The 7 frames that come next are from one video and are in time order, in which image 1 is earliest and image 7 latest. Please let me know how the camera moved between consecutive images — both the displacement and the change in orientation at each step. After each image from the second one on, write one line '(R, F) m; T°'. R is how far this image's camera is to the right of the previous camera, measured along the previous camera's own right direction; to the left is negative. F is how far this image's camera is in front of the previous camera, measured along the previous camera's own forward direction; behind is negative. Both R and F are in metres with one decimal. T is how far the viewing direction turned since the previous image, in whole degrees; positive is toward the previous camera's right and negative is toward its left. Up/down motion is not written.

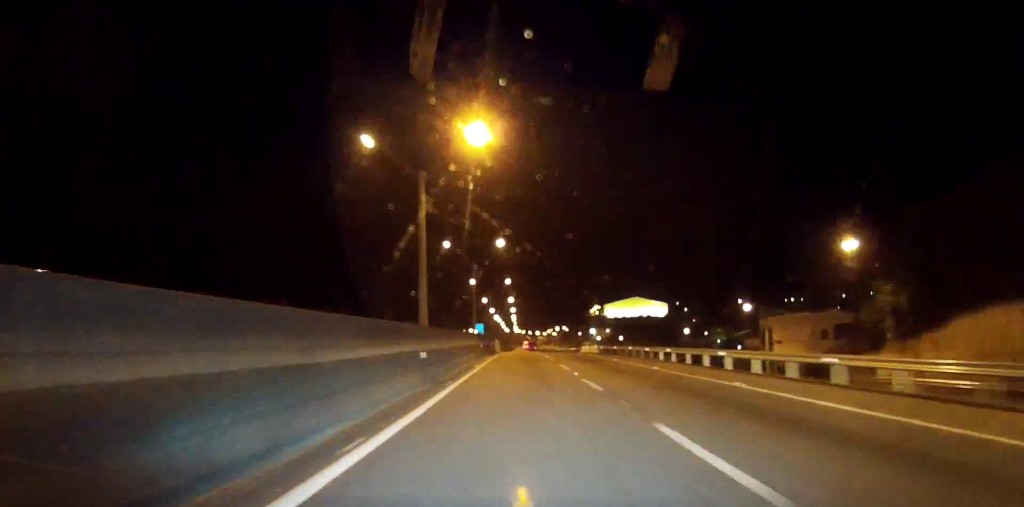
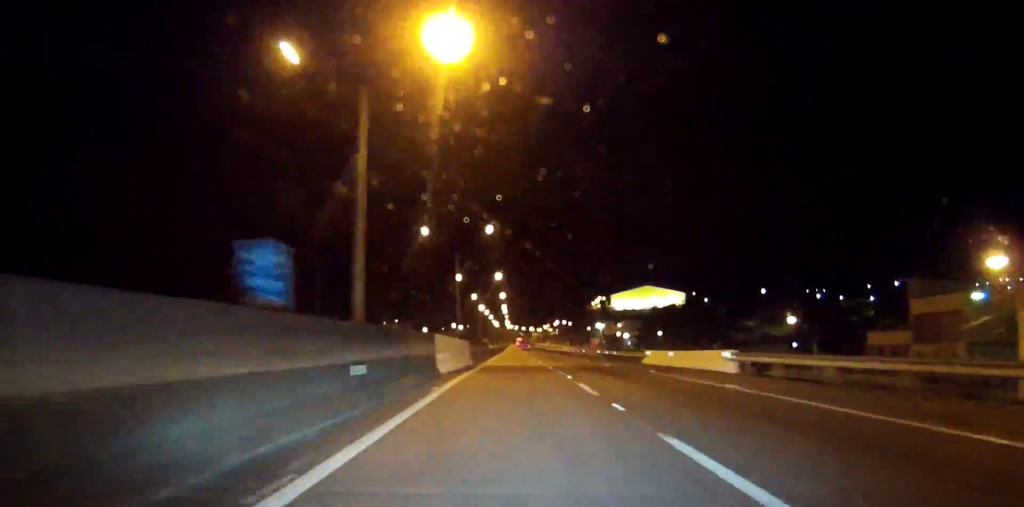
(0.0, +52.6) m; 0°
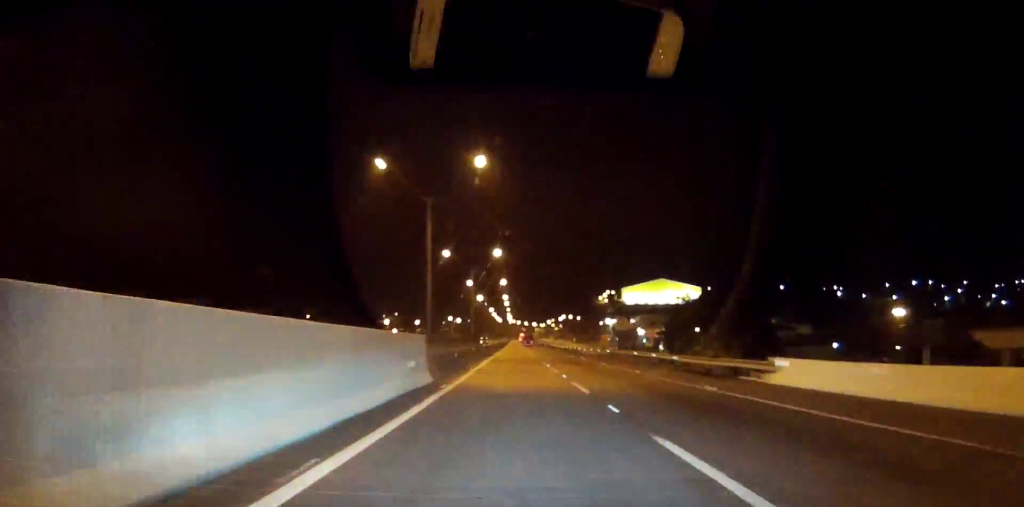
(0.0, +22.9) m; 0°
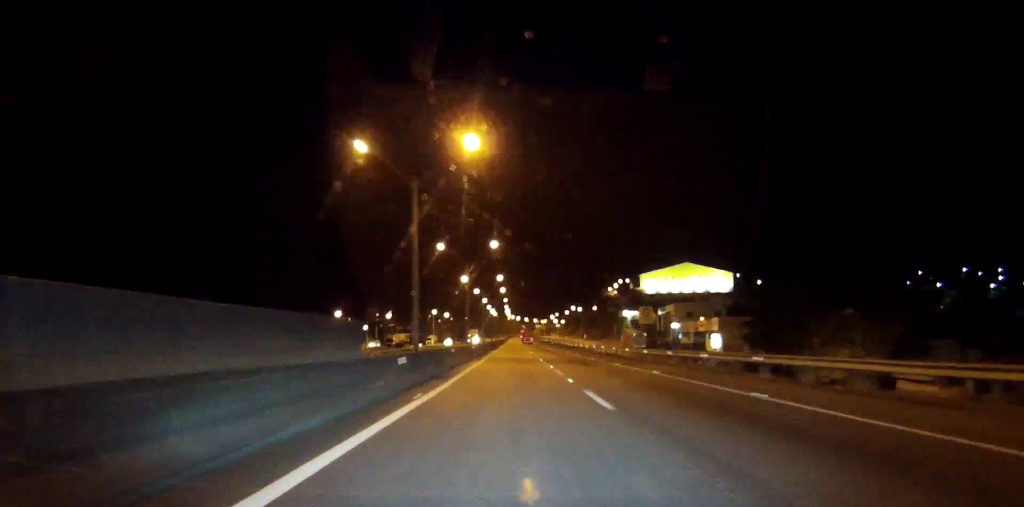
(0.0, +44.6) m; 0°
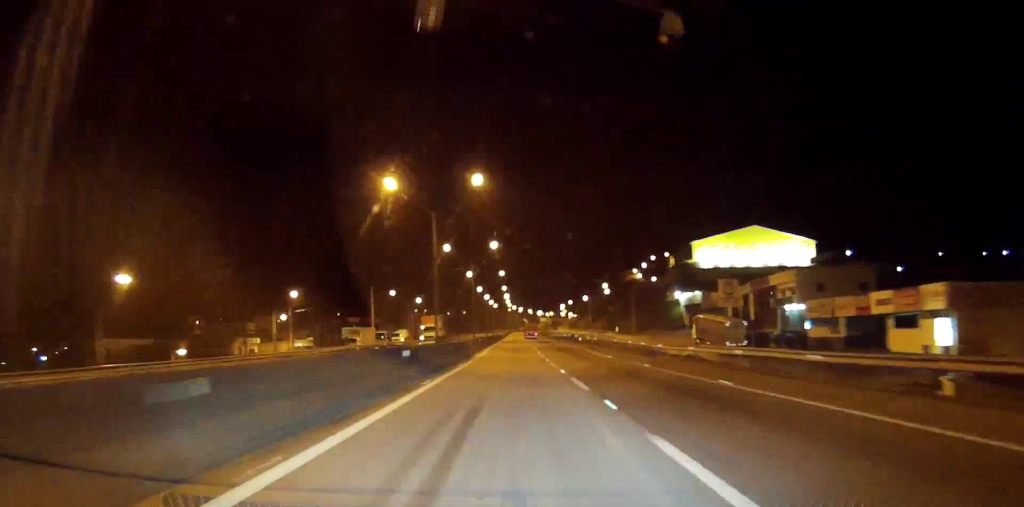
(0.0, +69.5) m; 0°
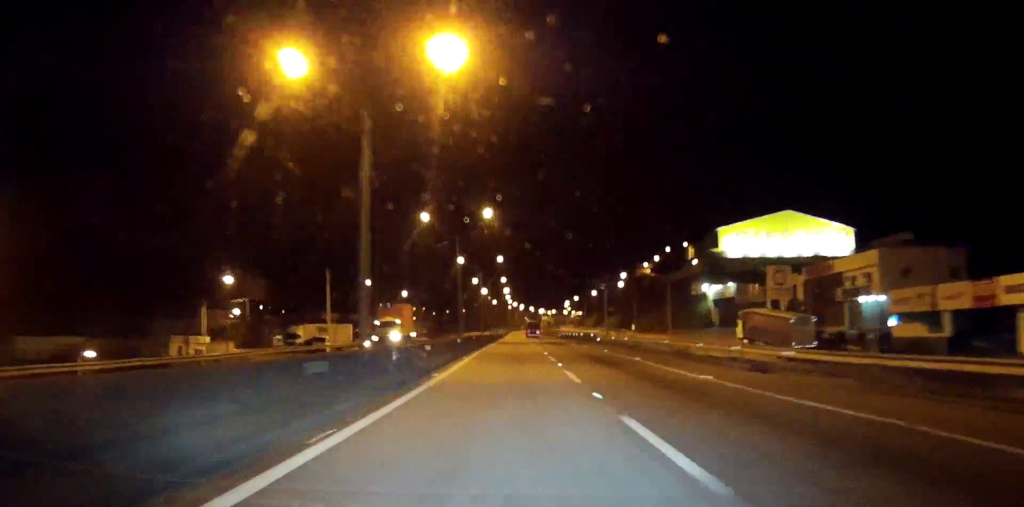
(0.0, +21.8) m; 0°
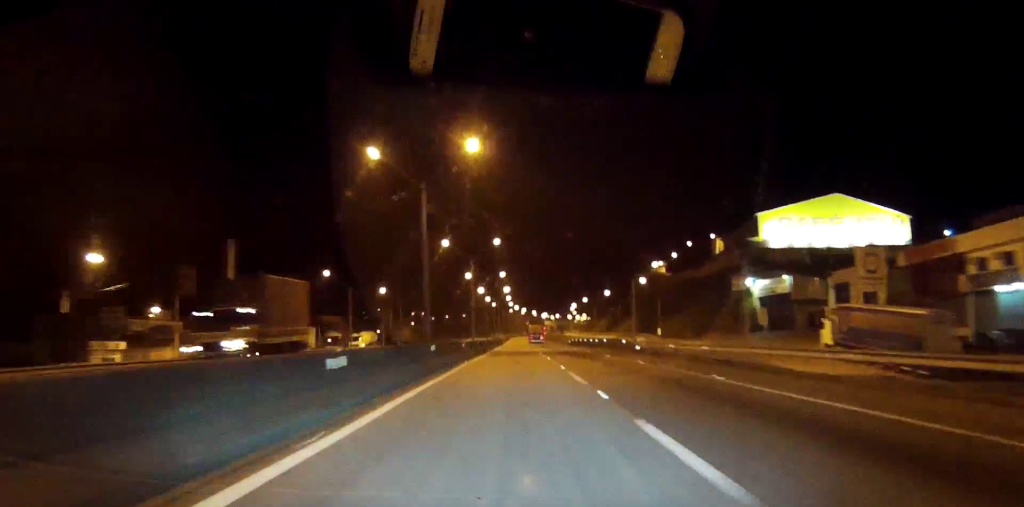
(0.0, +24.7) m; 0°
